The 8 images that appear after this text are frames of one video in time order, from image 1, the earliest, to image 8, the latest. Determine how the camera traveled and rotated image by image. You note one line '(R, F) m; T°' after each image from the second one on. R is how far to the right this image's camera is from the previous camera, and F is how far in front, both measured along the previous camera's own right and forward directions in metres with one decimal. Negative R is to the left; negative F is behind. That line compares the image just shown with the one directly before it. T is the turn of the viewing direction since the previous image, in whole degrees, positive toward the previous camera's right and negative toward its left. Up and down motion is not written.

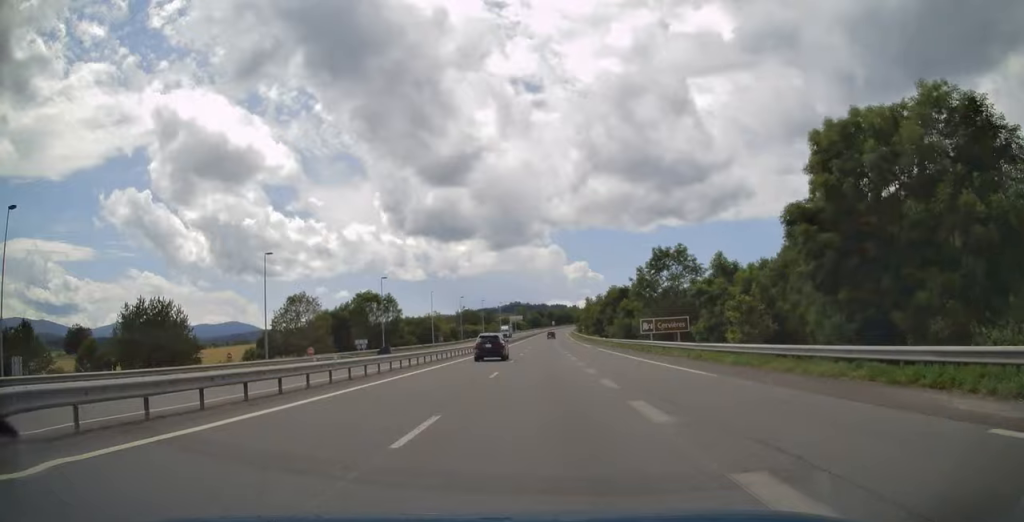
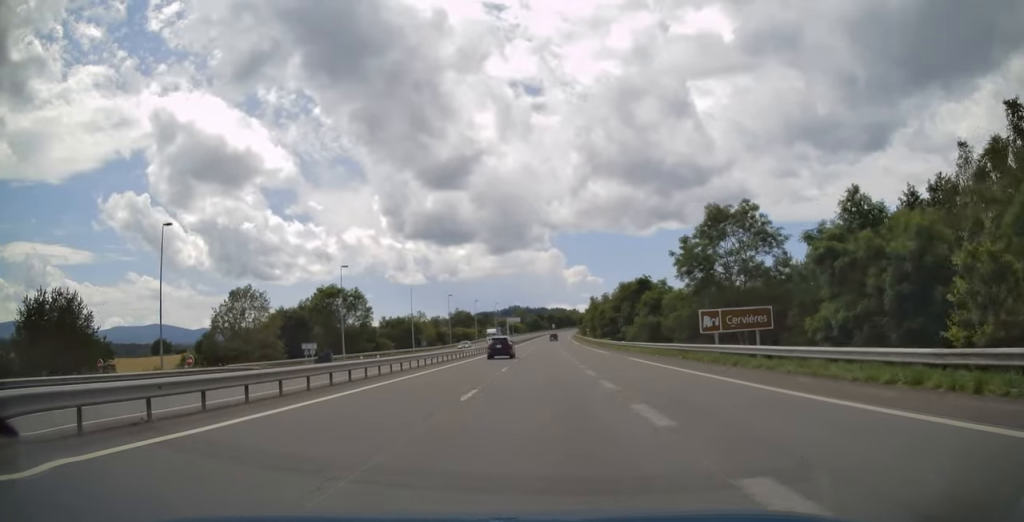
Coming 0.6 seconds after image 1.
(0.0, +19.8) m; 0°
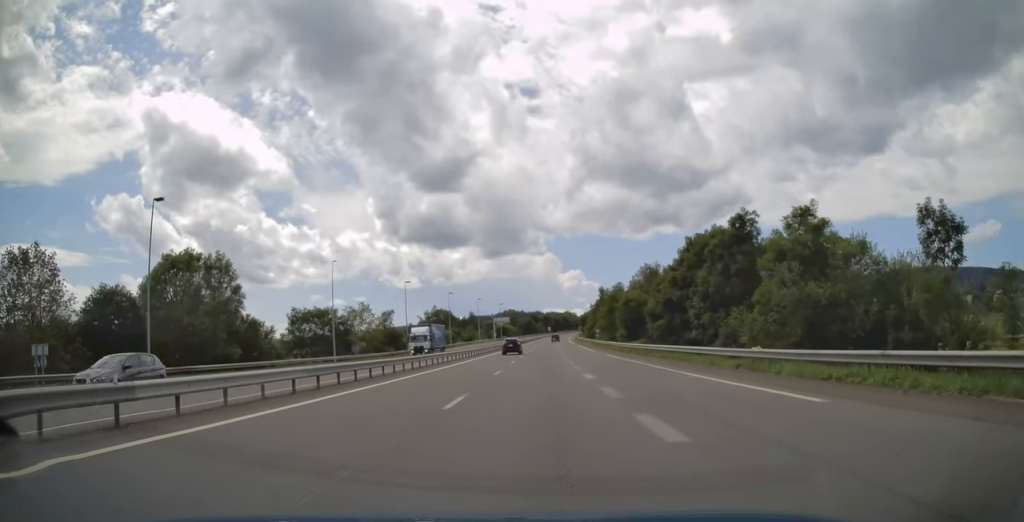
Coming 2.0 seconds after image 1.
(+0.2, +40.5) m; 0°
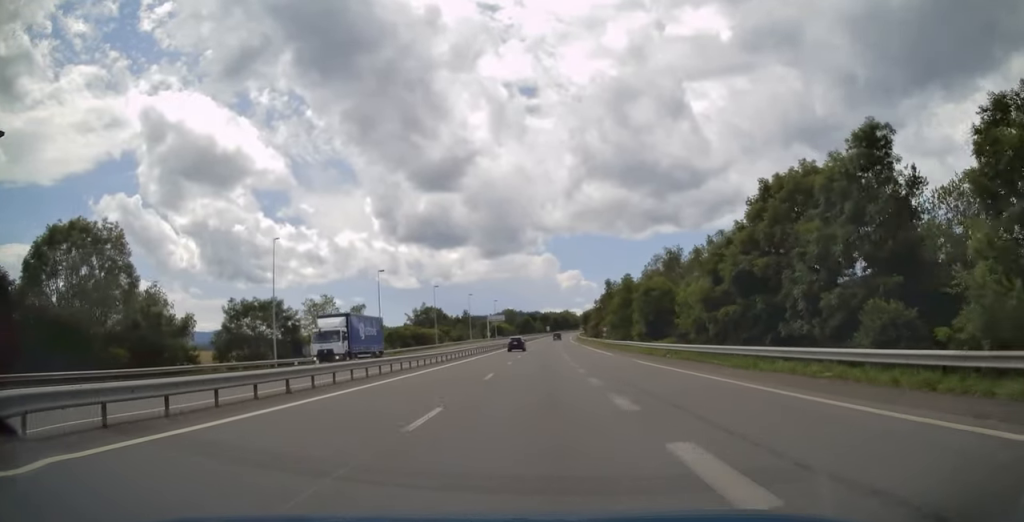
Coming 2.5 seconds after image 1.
(0.0, +16.2) m; 0°
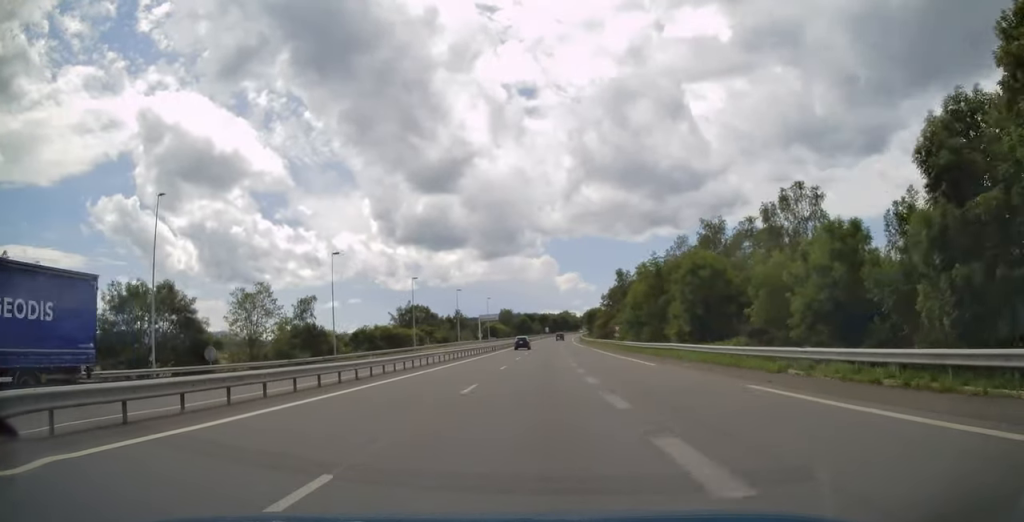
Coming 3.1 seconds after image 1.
(-0.1, +19.1) m; 0°
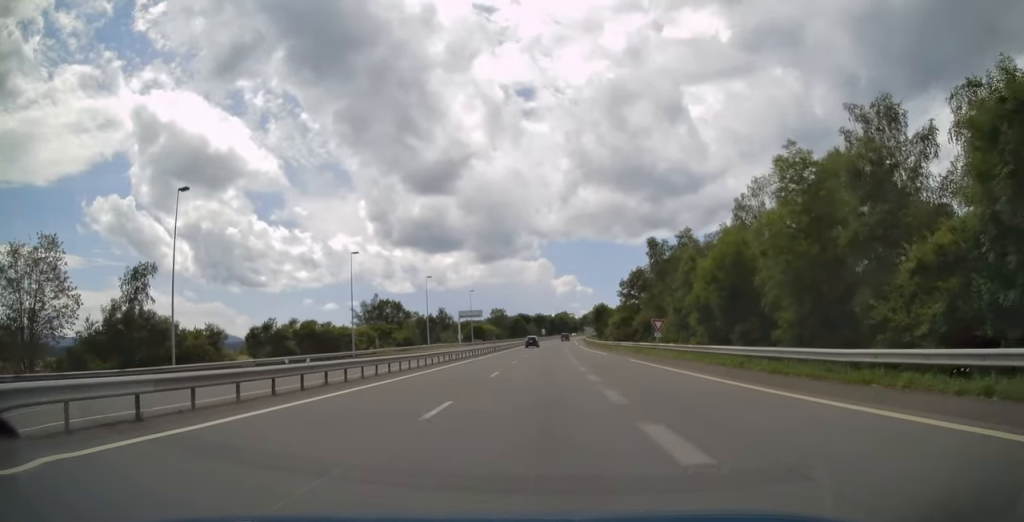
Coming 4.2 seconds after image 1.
(+0.2, +30.9) m; +1°
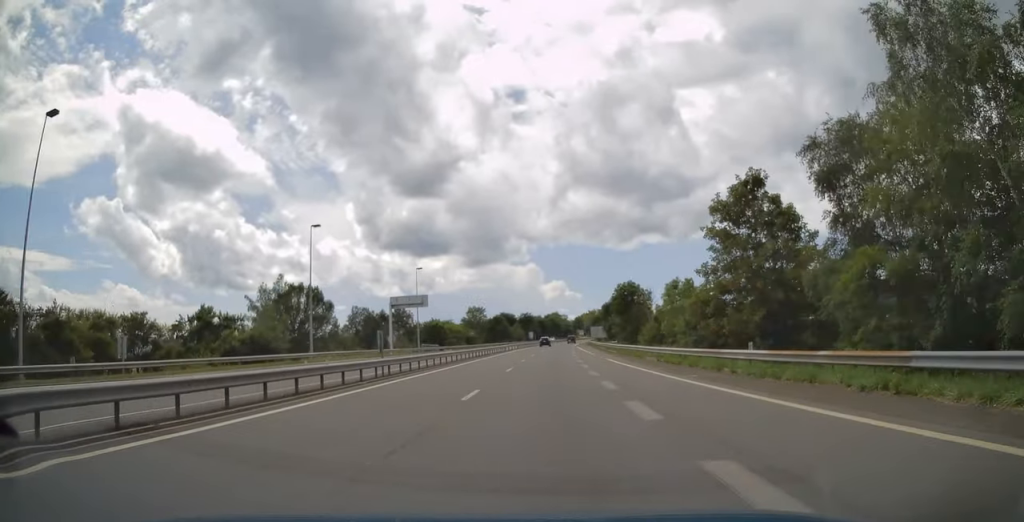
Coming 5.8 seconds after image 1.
(+0.5, +47.1) m; +1°
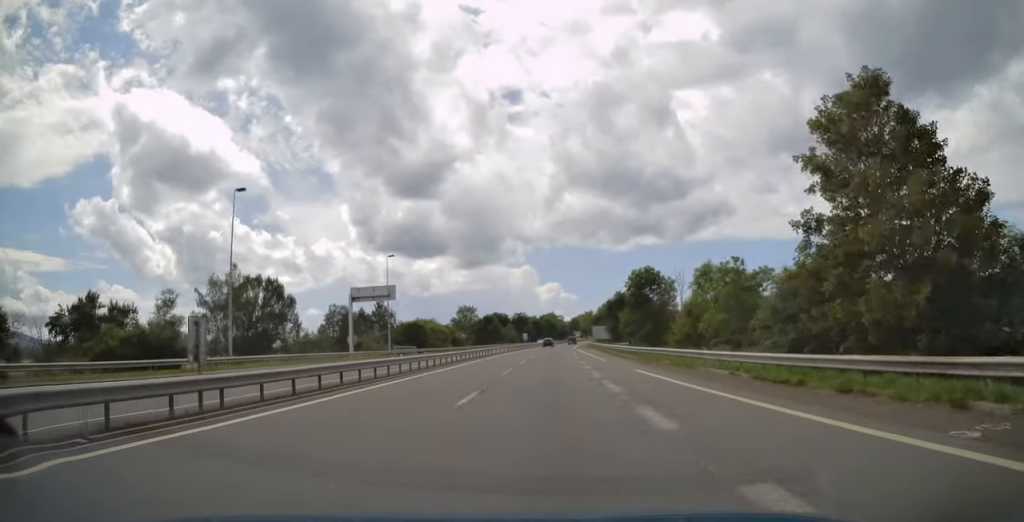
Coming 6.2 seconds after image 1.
(+0.1, +13.4) m; 0°
